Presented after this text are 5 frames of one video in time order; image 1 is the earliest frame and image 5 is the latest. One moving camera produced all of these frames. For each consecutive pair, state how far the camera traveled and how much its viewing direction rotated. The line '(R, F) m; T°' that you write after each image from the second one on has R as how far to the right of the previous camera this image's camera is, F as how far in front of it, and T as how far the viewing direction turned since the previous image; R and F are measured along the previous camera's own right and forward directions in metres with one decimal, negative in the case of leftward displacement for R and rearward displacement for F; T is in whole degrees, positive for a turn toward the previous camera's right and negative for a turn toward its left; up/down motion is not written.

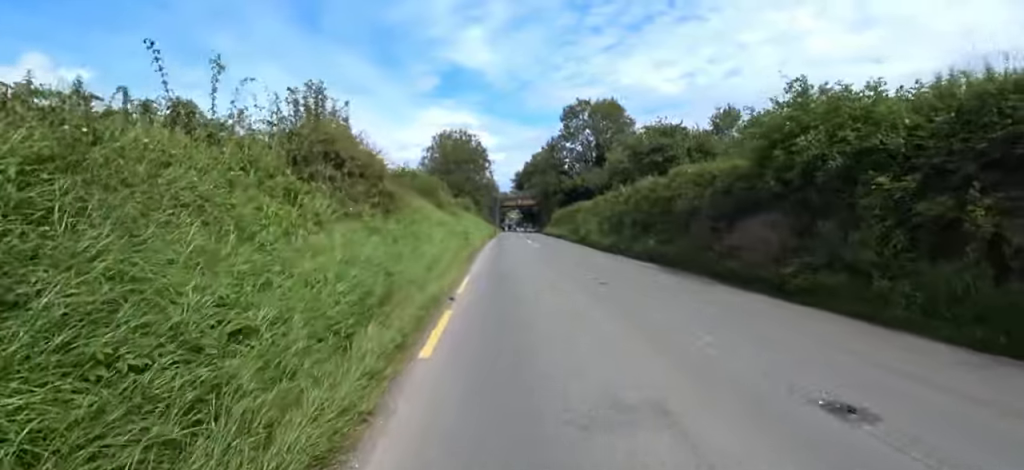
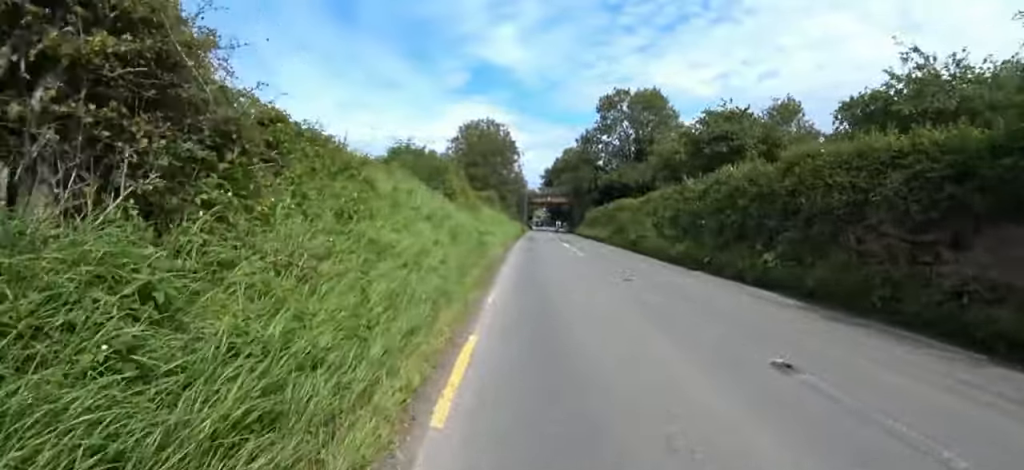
(+0.3, +5.3) m; 0°
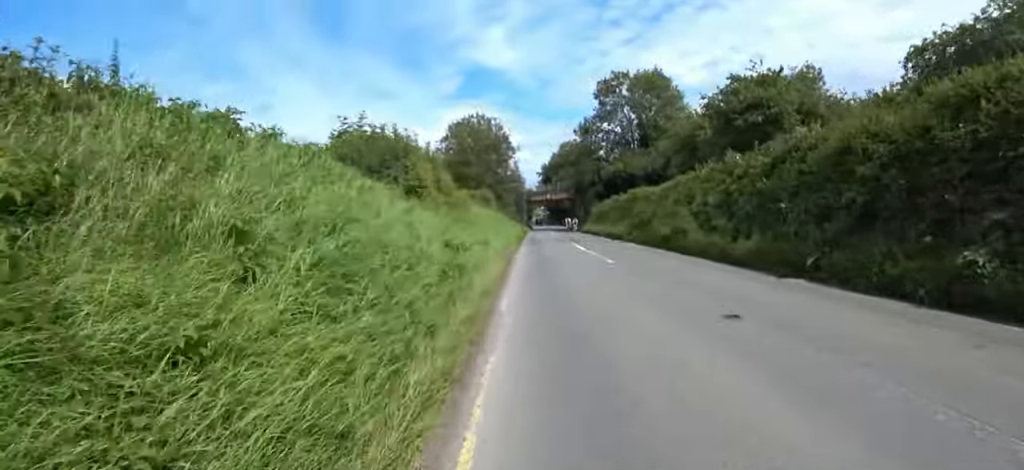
(-0.1, +4.5) m; -1°
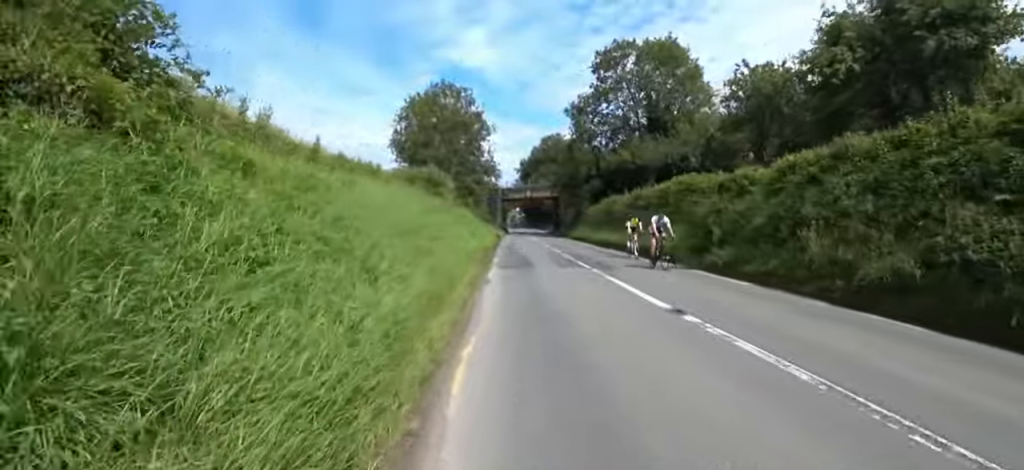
(+0.3, +11.9) m; +3°
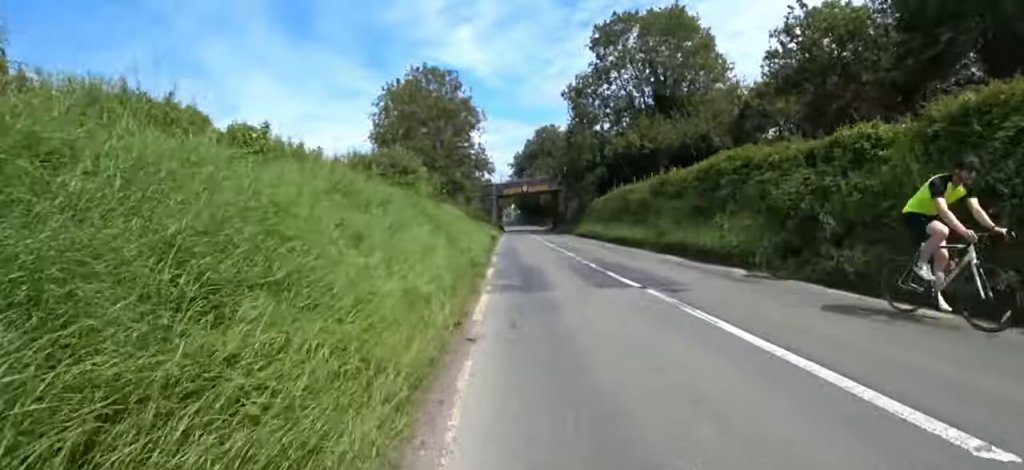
(0.0, +4.6) m; -1°
